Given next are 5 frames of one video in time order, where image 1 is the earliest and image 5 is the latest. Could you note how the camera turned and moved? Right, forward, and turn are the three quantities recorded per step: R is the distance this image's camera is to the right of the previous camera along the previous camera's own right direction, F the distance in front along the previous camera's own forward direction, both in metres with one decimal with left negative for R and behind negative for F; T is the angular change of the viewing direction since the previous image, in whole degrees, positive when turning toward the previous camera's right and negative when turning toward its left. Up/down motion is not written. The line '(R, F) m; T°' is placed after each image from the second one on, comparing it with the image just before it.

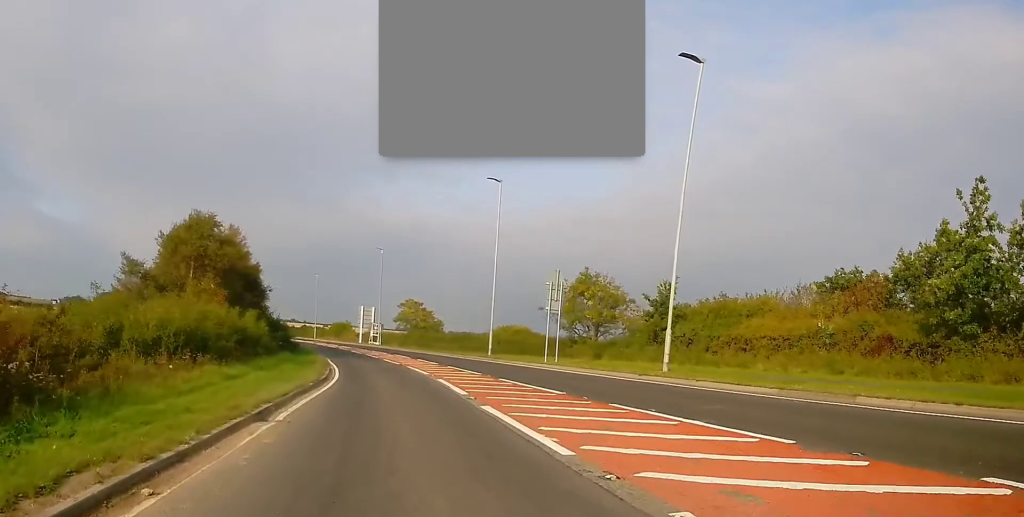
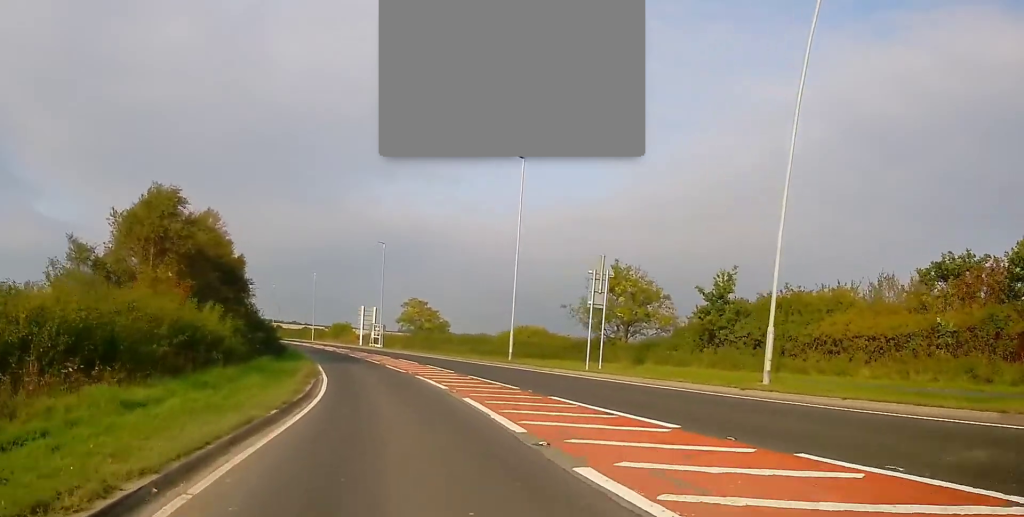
(0.0, +6.7) m; 0°
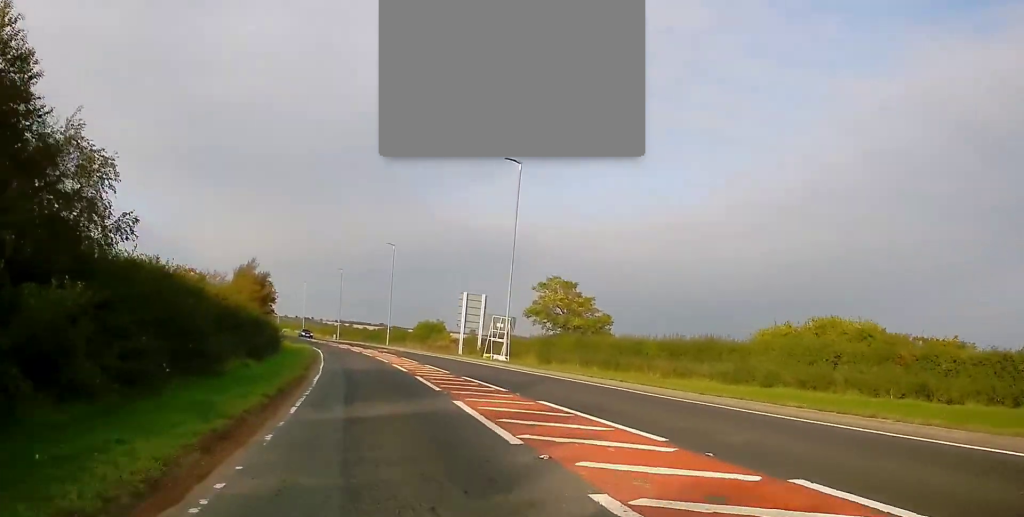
(-2.0, +36.5) m; -7°
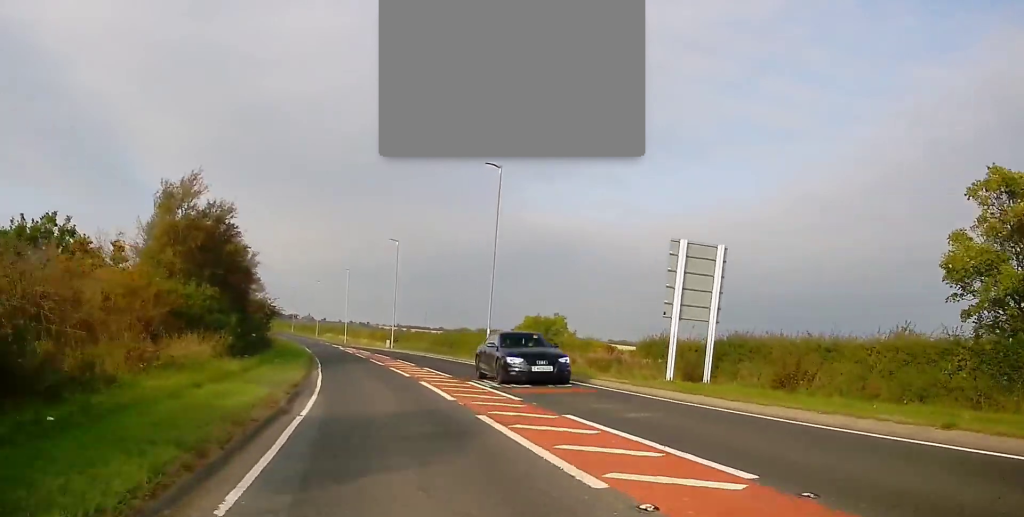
(-1.0, +37.8) m; -4°
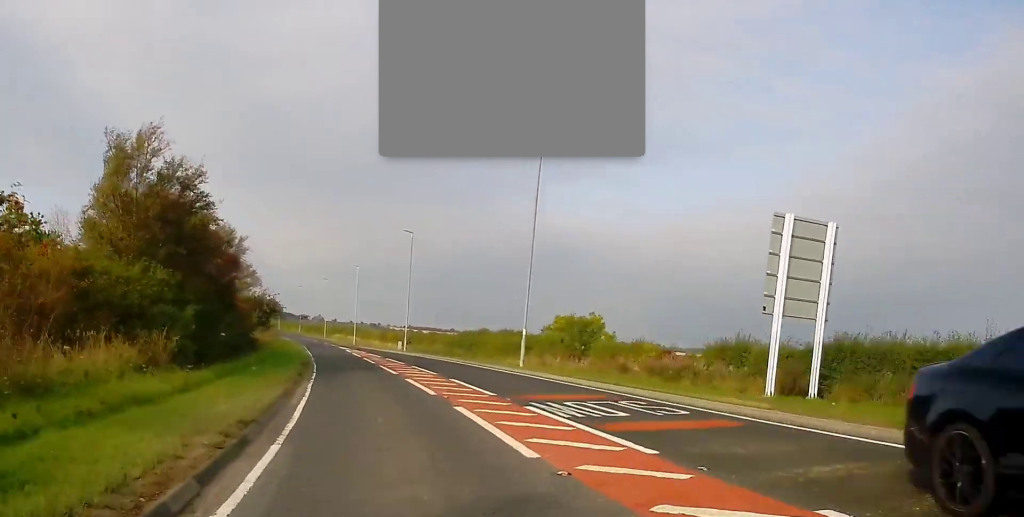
(-0.2, +7.0) m; 0°
